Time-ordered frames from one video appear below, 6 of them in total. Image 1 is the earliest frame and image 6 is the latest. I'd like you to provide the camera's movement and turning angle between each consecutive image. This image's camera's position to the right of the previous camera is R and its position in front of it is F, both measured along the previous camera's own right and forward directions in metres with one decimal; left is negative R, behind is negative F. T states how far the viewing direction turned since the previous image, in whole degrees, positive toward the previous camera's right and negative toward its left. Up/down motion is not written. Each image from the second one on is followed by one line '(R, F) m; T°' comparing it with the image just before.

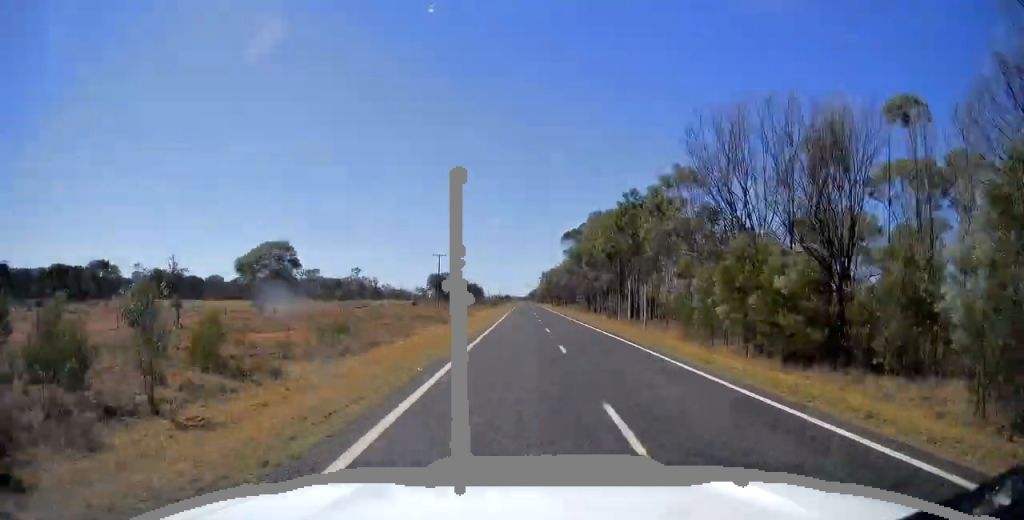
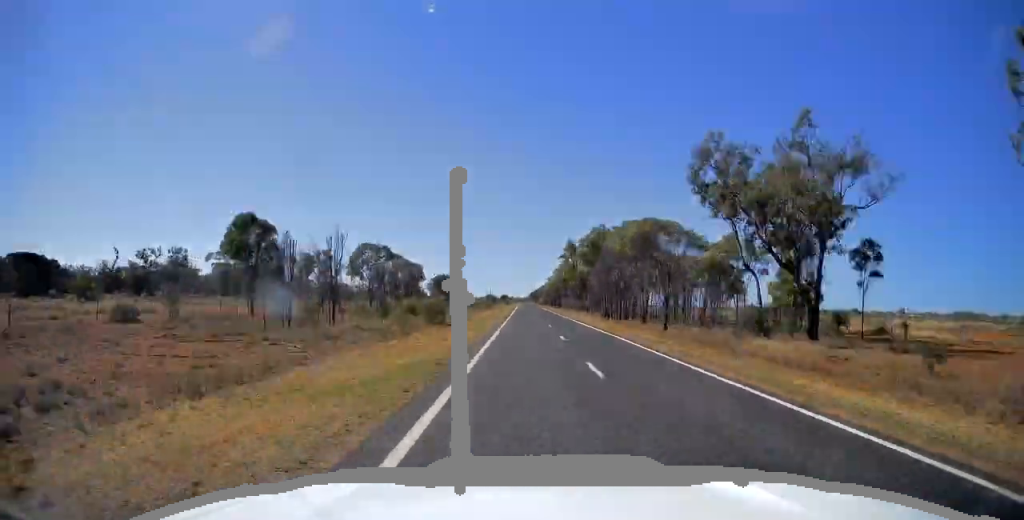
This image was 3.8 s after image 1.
(+7.9, +118.1) m; +1°
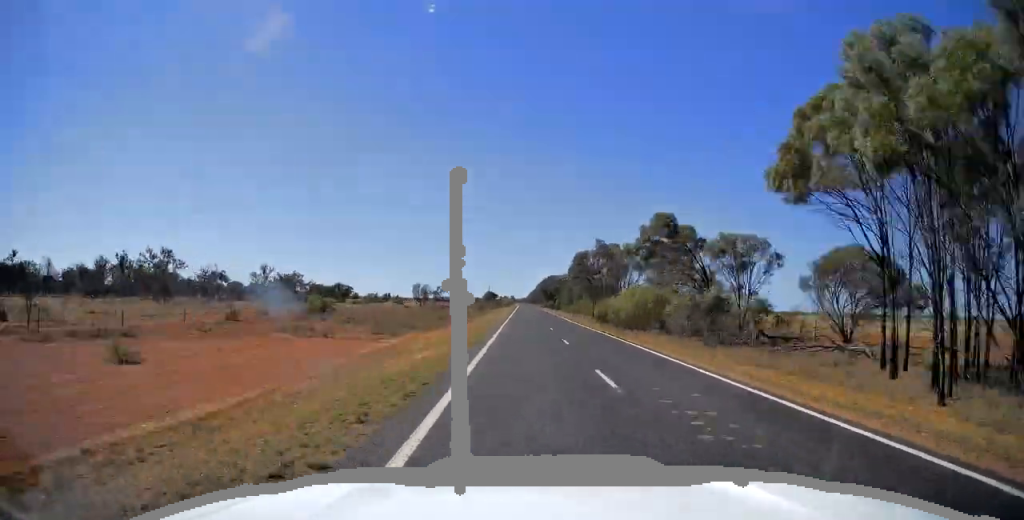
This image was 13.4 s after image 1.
(-1.3, +295.3) m; -1°
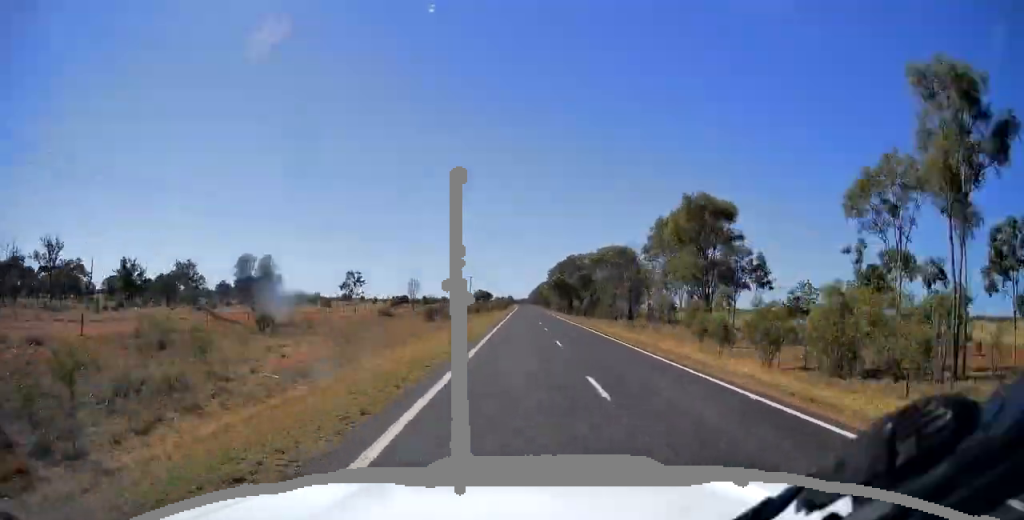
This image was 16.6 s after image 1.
(-0.4, +98.8) m; 0°
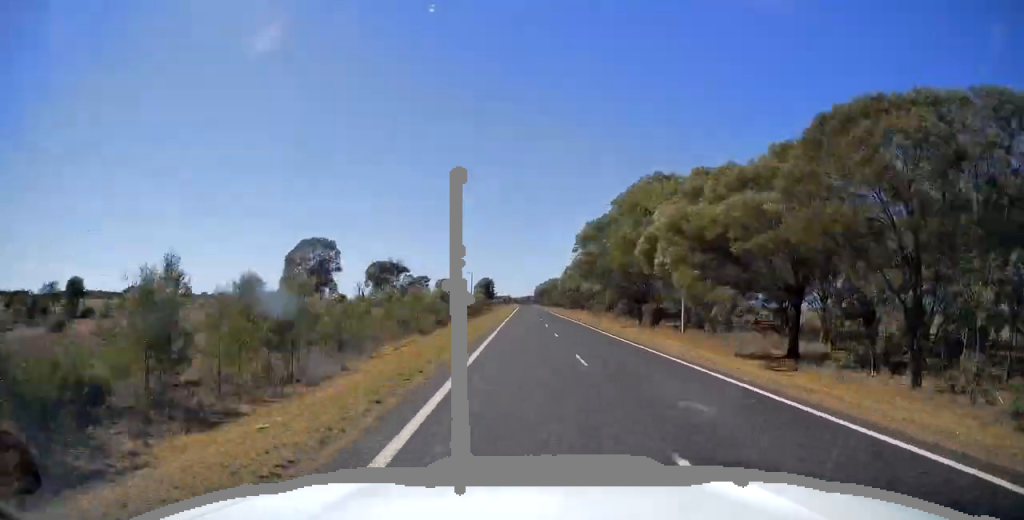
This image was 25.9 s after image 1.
(+0.3, +287.8) m; 0°
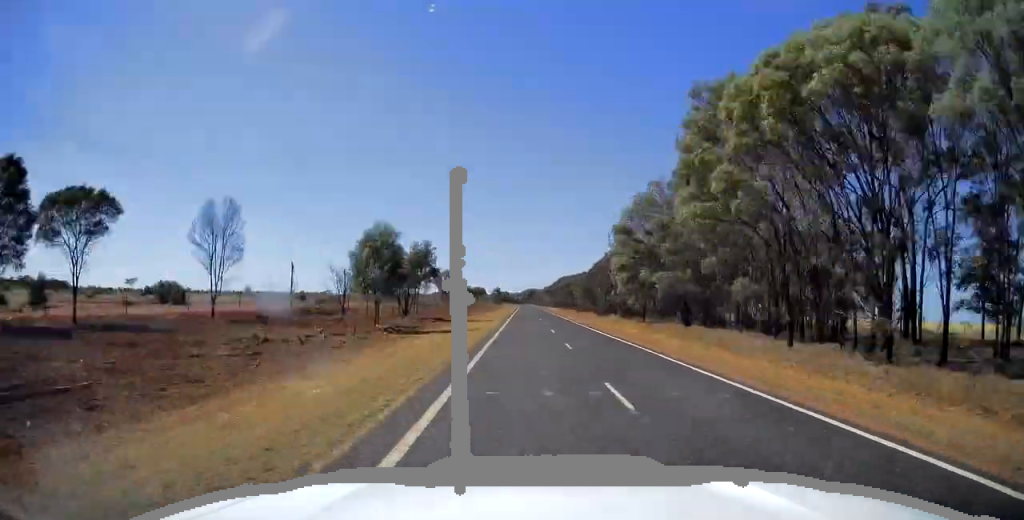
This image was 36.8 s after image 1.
(0.0, +339.9) m; 0°
